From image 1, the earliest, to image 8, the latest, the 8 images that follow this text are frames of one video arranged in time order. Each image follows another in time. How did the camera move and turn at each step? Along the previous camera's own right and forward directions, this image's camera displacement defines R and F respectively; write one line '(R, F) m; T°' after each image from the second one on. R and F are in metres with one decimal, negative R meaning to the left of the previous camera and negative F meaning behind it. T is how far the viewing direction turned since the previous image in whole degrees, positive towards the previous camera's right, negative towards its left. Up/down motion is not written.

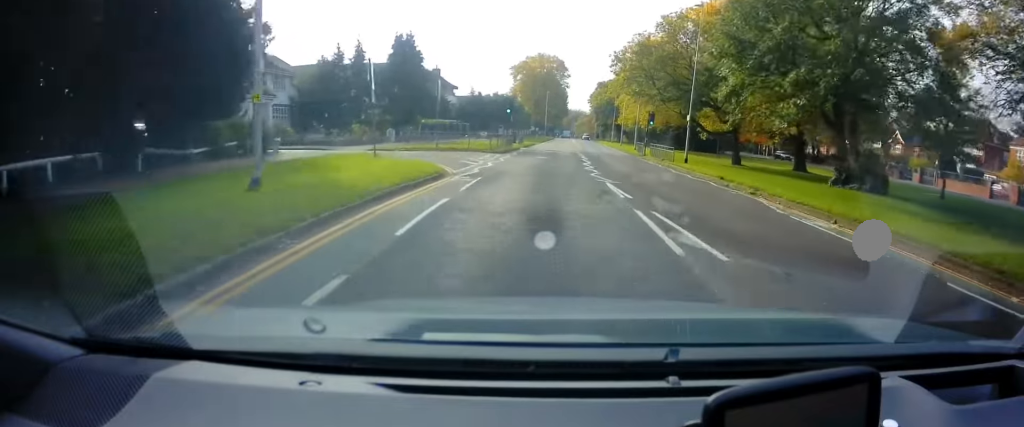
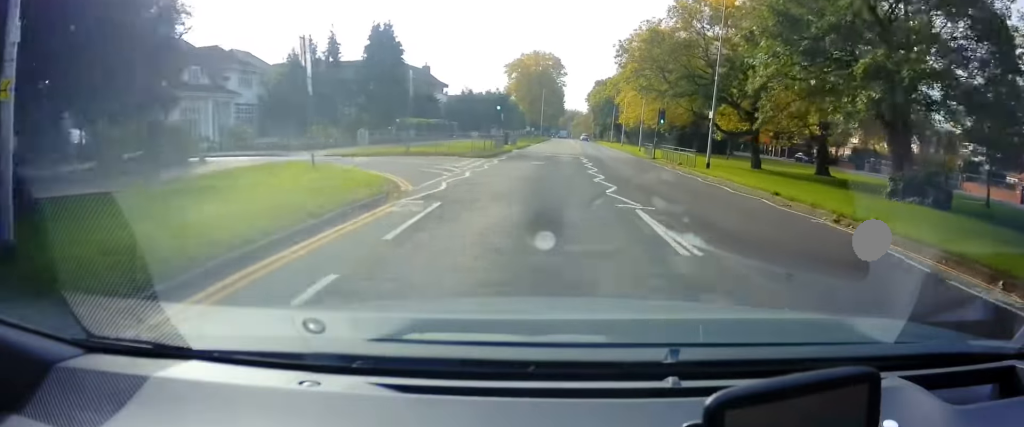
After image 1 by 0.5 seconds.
(-0.2, +5.7) m; +1°
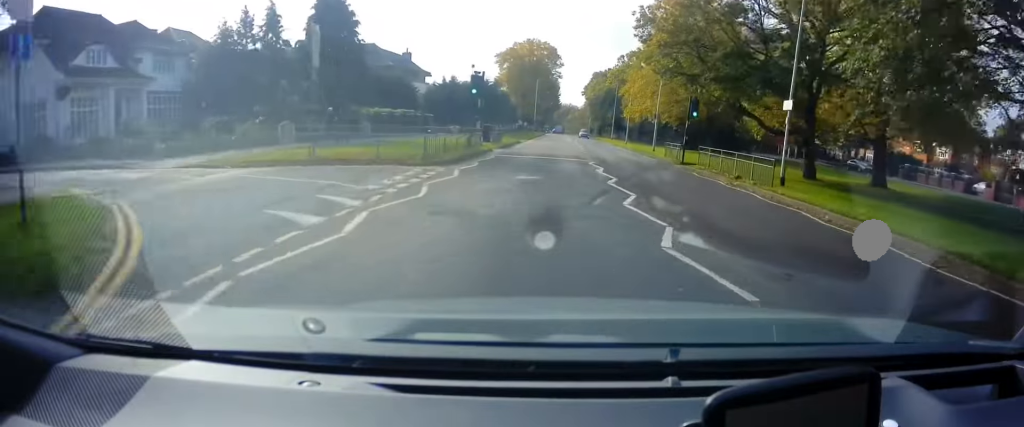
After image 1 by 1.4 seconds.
(+0.3, +10.3) m; +1°
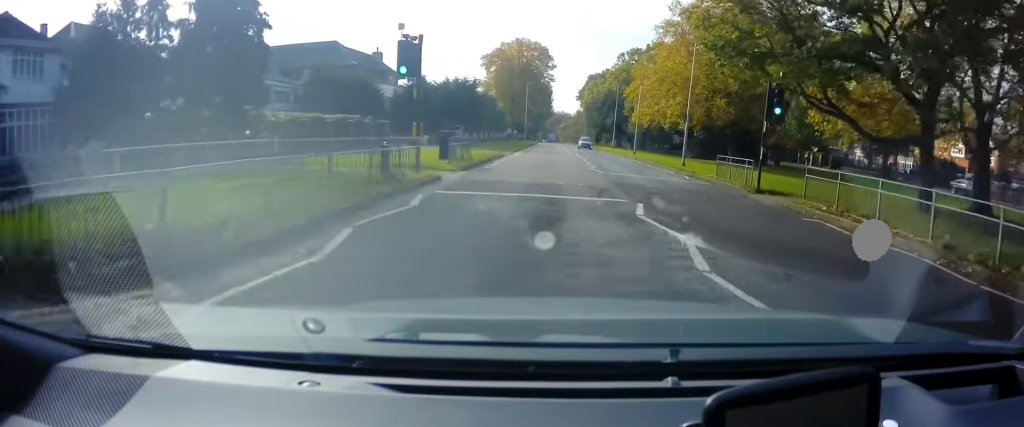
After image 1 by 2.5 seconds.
(0.0, +12.4) m; -1°
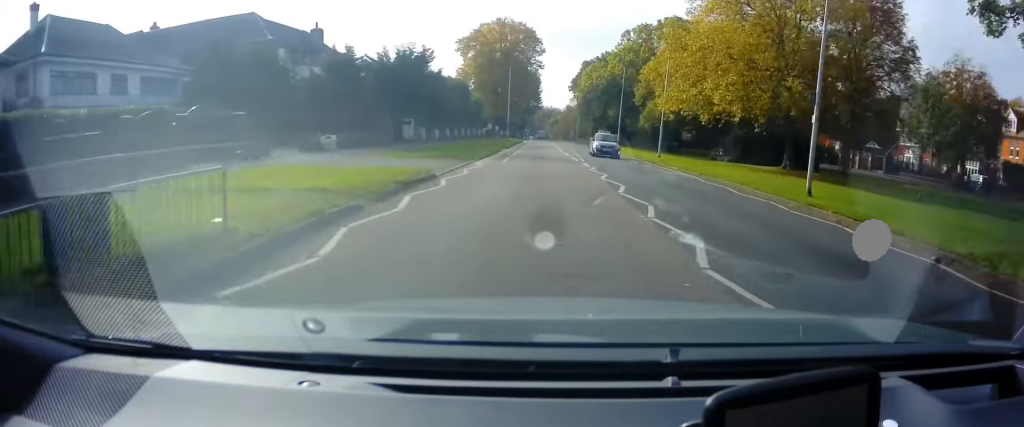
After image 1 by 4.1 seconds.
(+0.1, +18.5) m; +2°
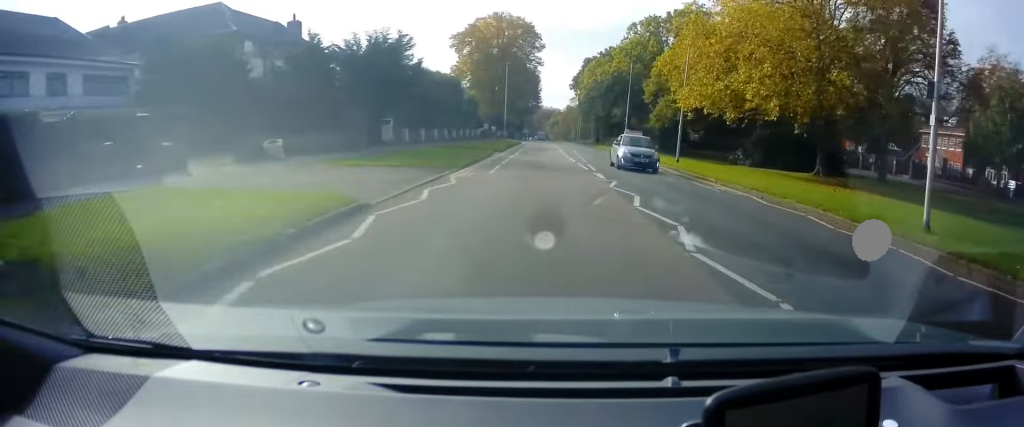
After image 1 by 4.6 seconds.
(+0.1, +6.1) m; +1°
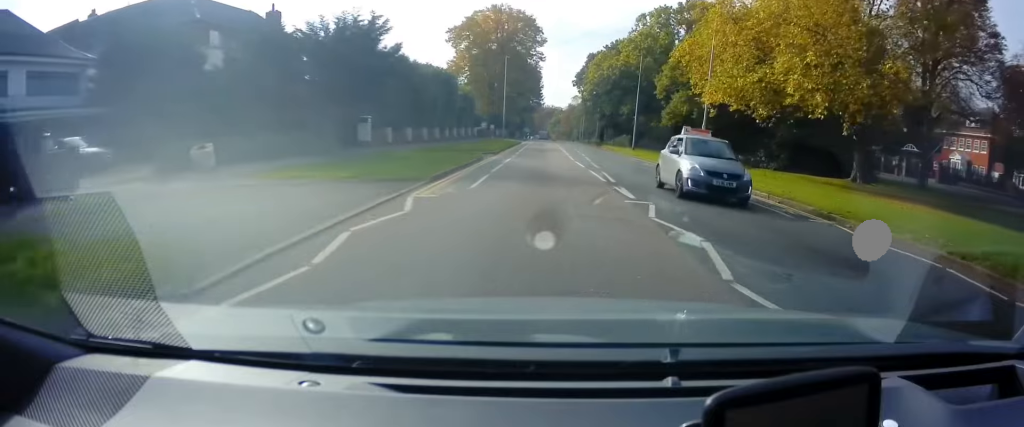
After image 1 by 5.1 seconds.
(0.0, +5.3) m; 0°
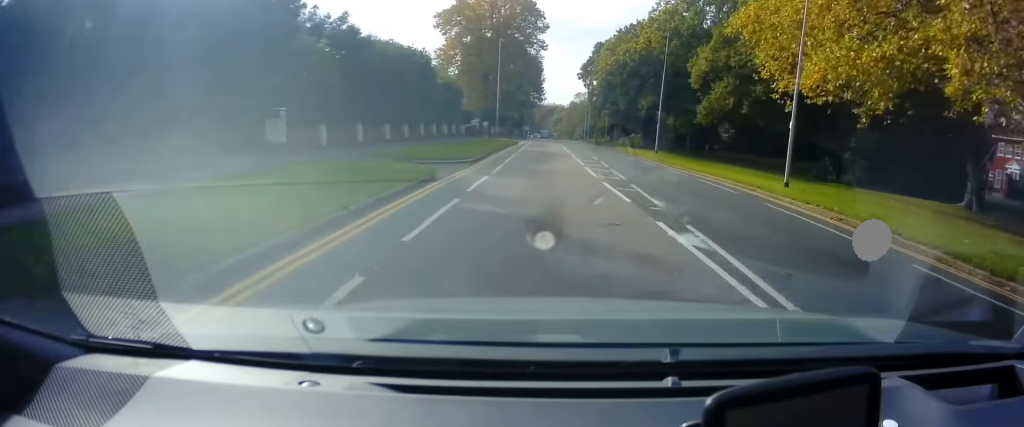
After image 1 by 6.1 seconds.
(-0.1, +11.9) m; -1°
